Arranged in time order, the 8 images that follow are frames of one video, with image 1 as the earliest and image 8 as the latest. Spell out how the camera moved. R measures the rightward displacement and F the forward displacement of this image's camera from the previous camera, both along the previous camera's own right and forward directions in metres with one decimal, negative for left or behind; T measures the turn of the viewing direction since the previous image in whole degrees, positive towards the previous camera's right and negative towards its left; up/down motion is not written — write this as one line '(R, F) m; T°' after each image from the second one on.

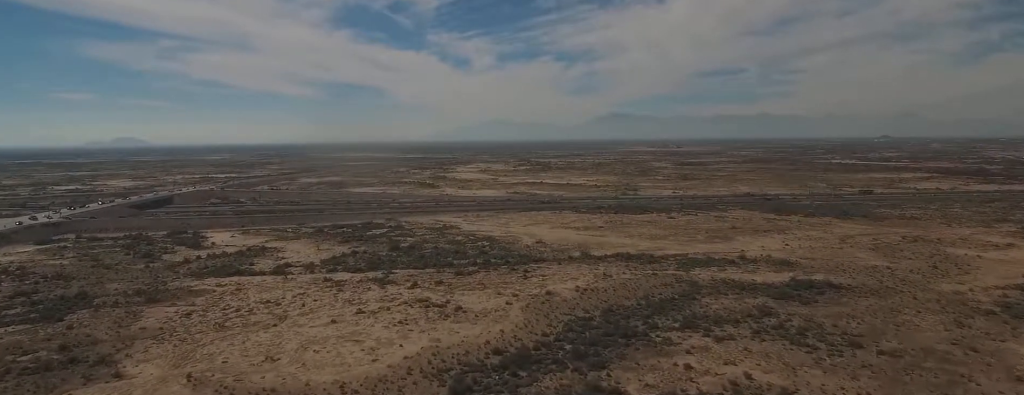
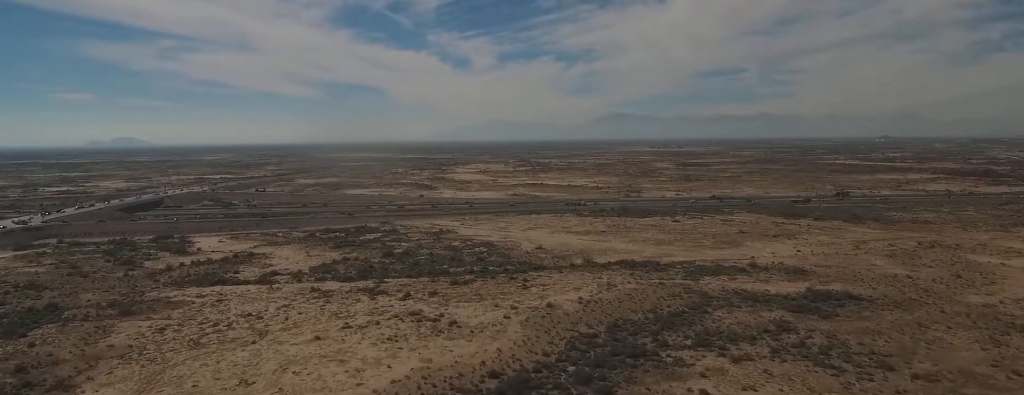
(0.0, +14.3) m; 0°
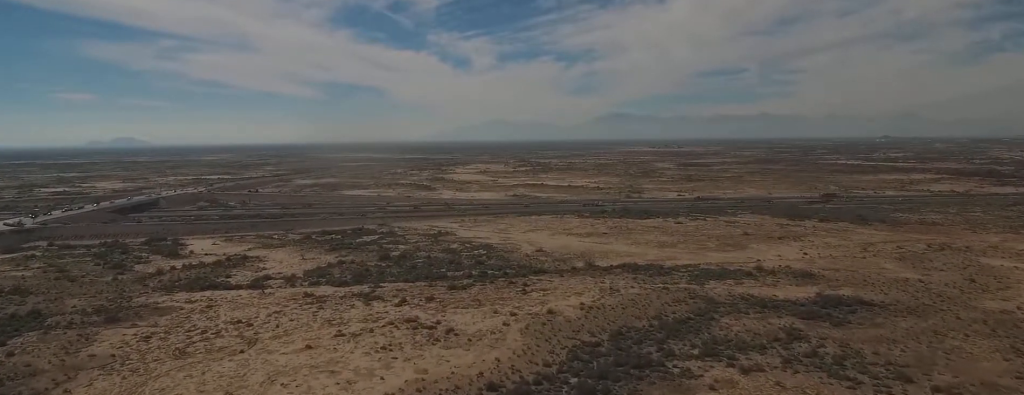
(0.0, +5.7) m; 0°
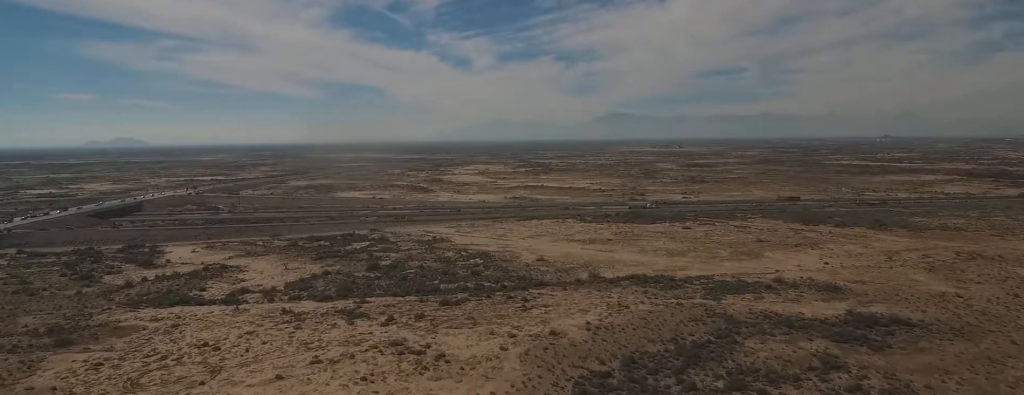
(-0.1, +19.7) m; 0°
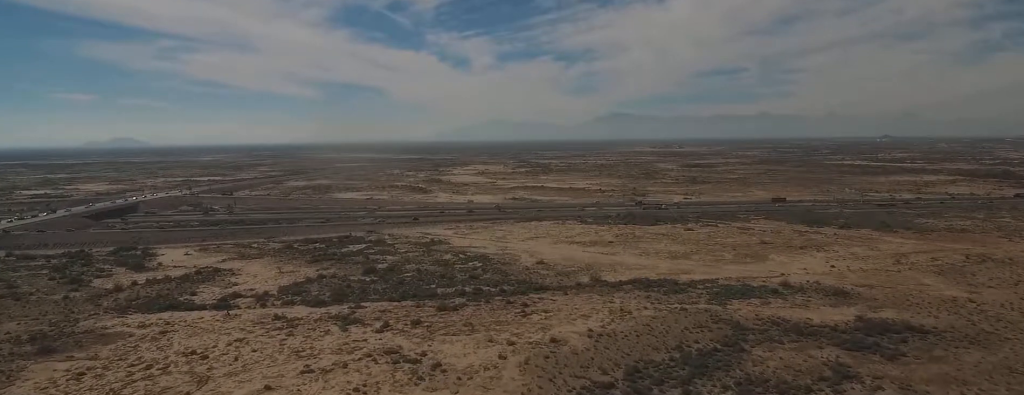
(0.0, +6.0) m; 0°
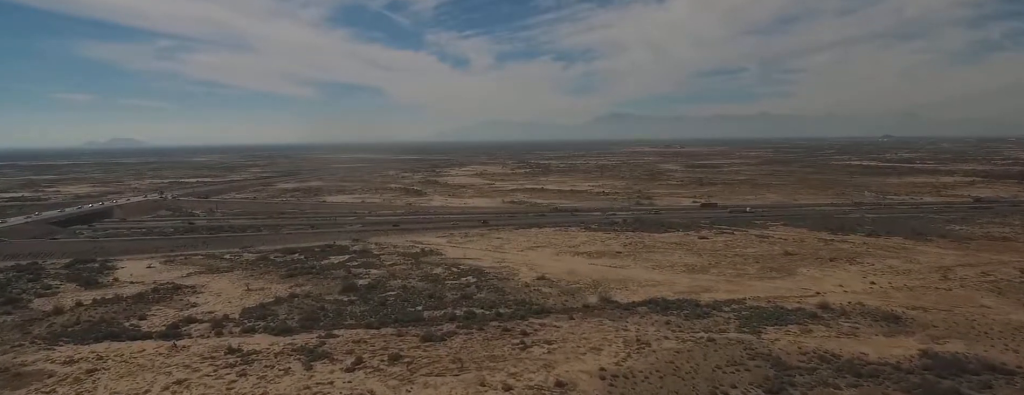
(+0.1, +30.7) m; 0°
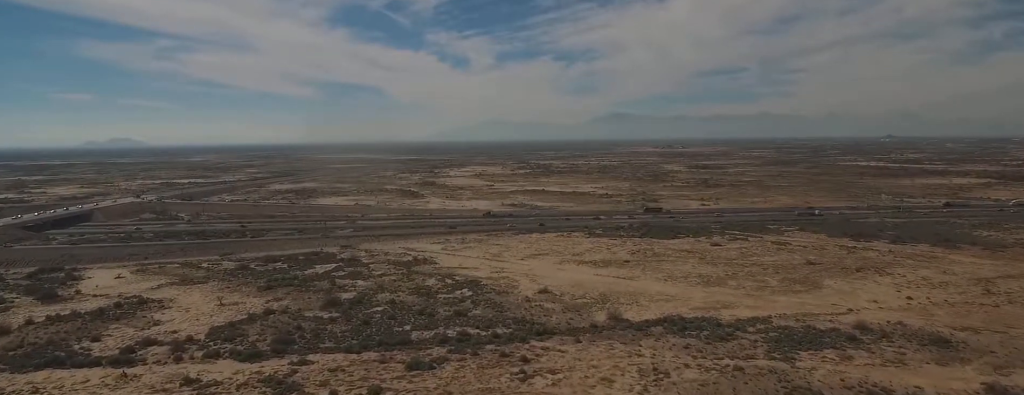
(+0.1, +22.1) m; 0°
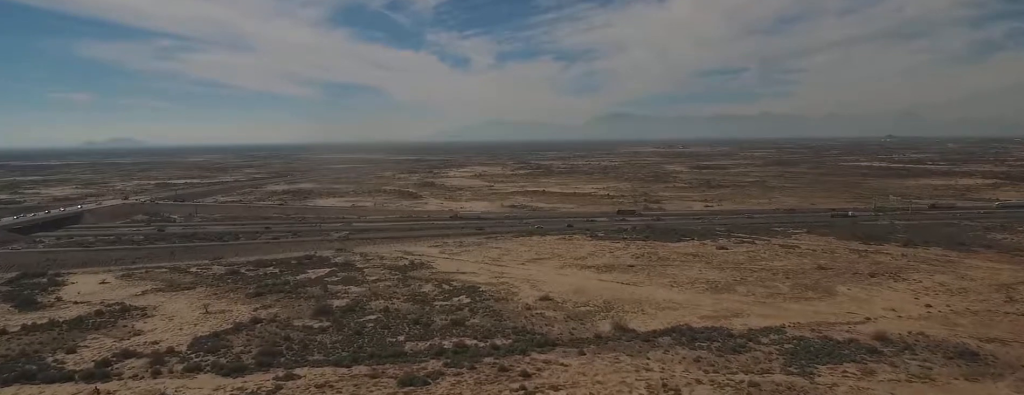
(0.0, +10.1) m; 0°
